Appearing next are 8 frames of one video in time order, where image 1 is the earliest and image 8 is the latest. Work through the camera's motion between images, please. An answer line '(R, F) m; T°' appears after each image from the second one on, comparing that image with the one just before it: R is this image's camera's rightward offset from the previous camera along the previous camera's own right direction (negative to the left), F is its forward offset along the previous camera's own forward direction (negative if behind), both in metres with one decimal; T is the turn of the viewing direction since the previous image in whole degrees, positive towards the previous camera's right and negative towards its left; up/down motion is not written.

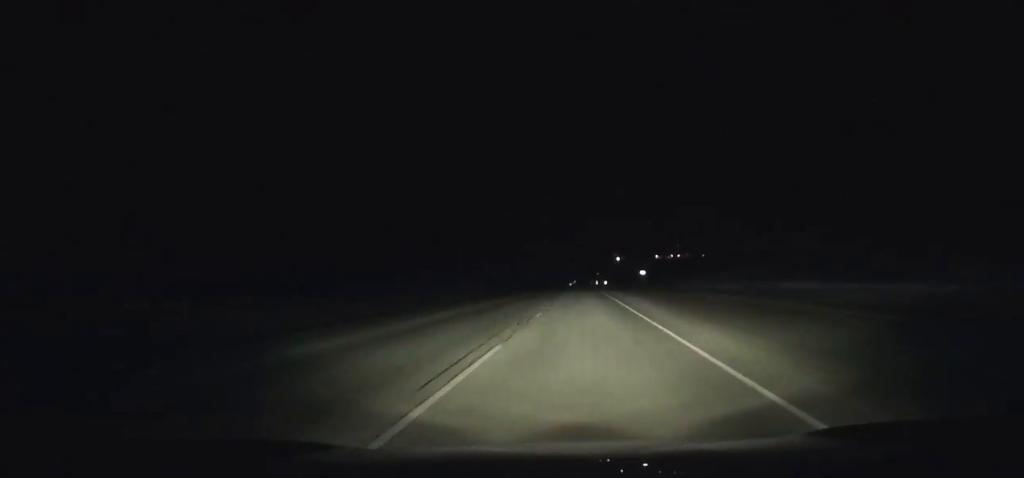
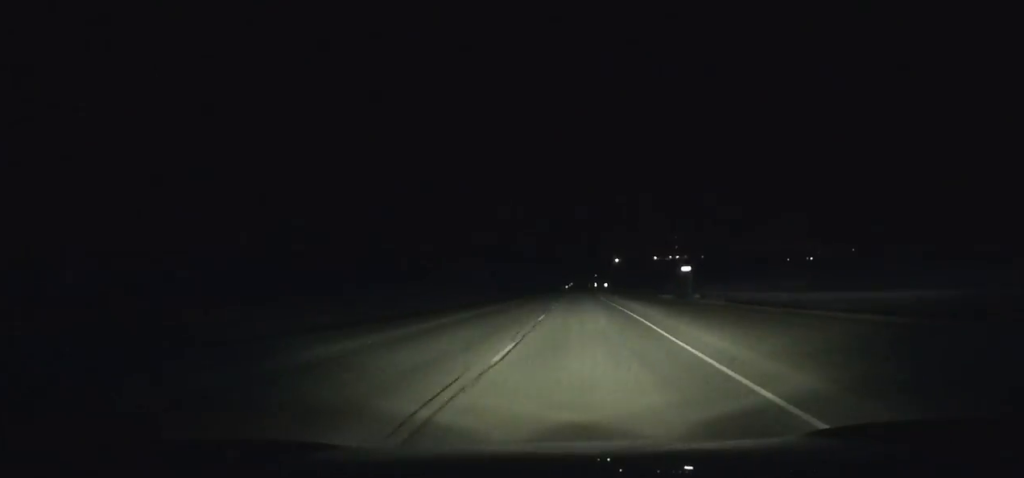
(+0.1, +34.6) m; 0°
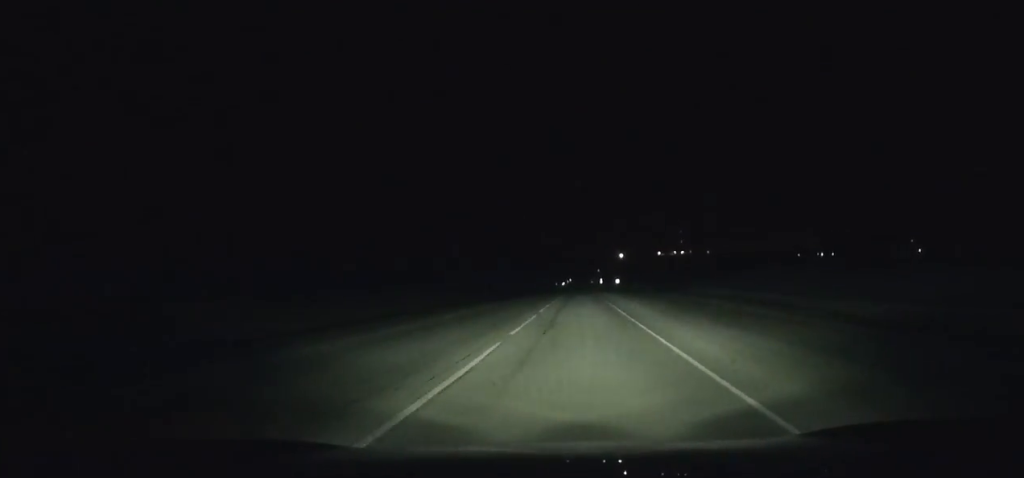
(+0.1, +90.5) m; 0°
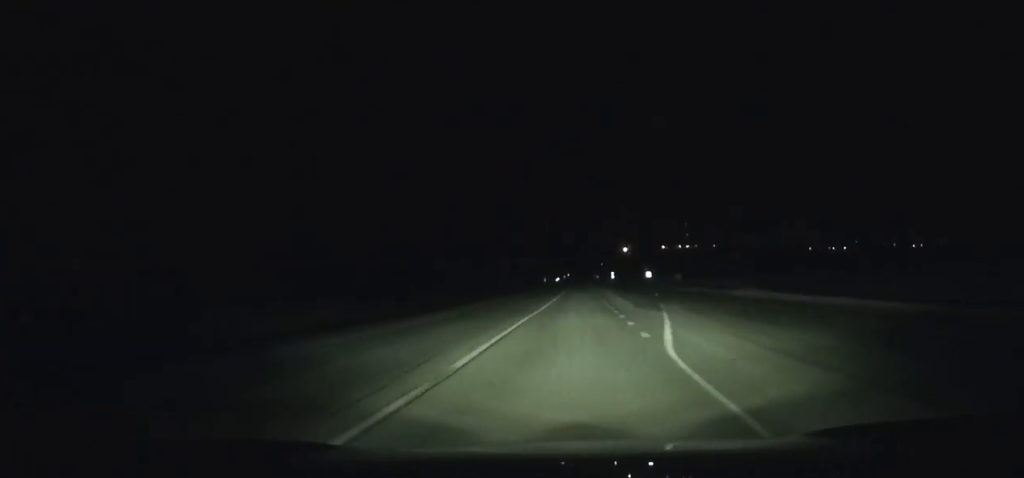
(+0.3, +91.2) m; 0°
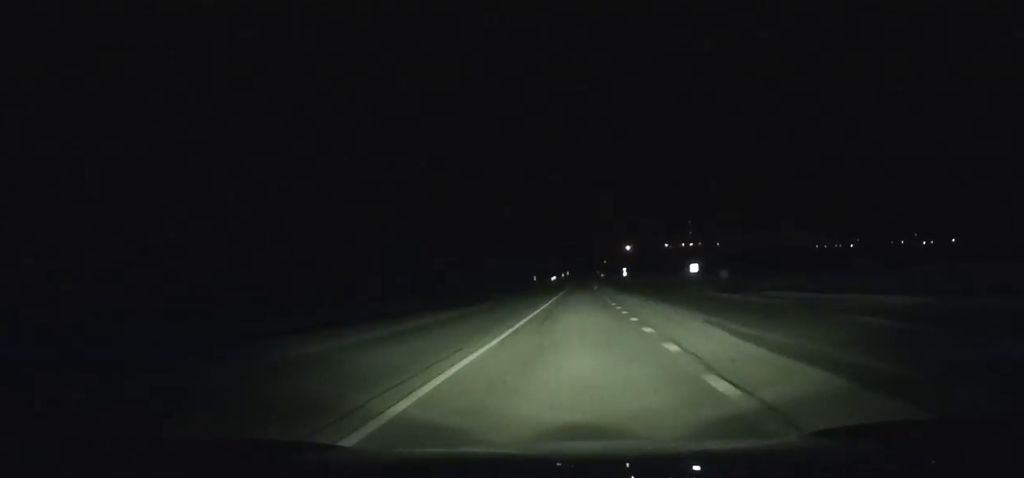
(0.0, +44.6) m; 0°
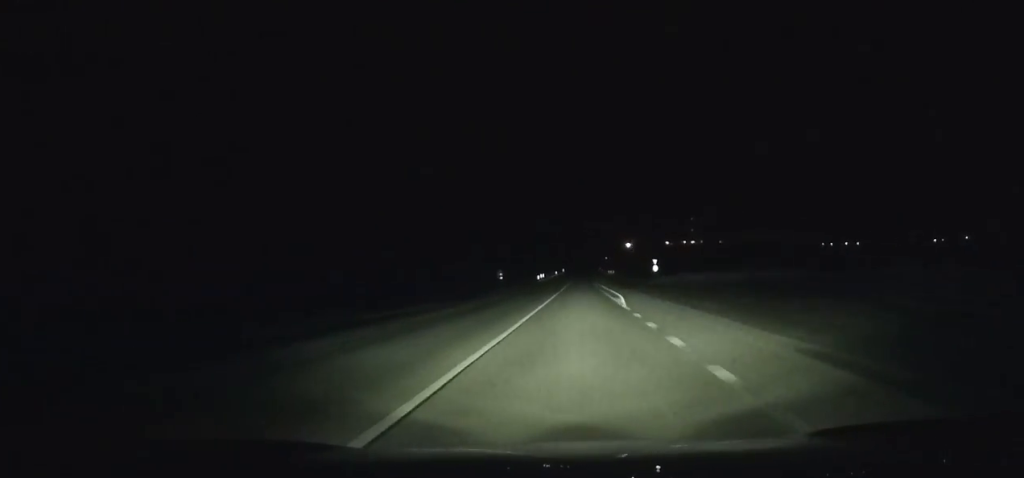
(0.0, +56.6) m; 0°
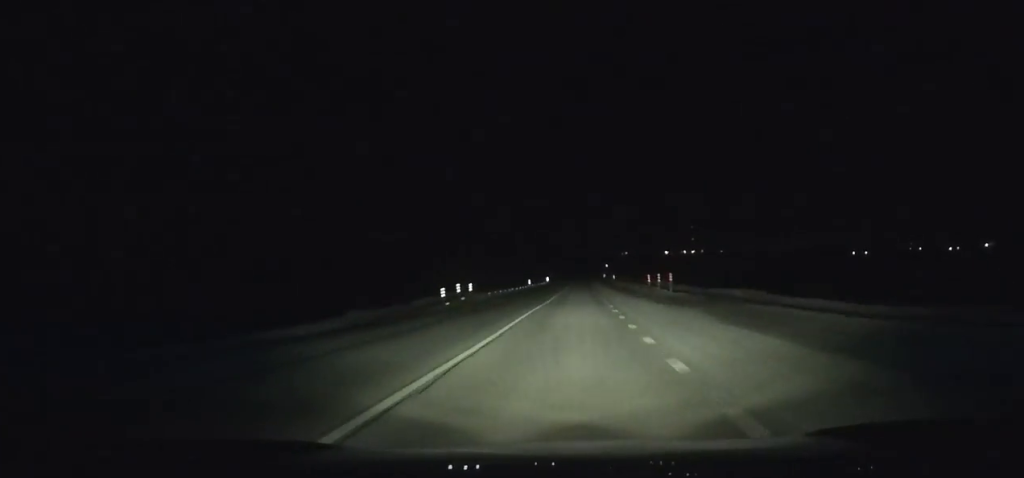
(-0.3, +87.2) m; 0°
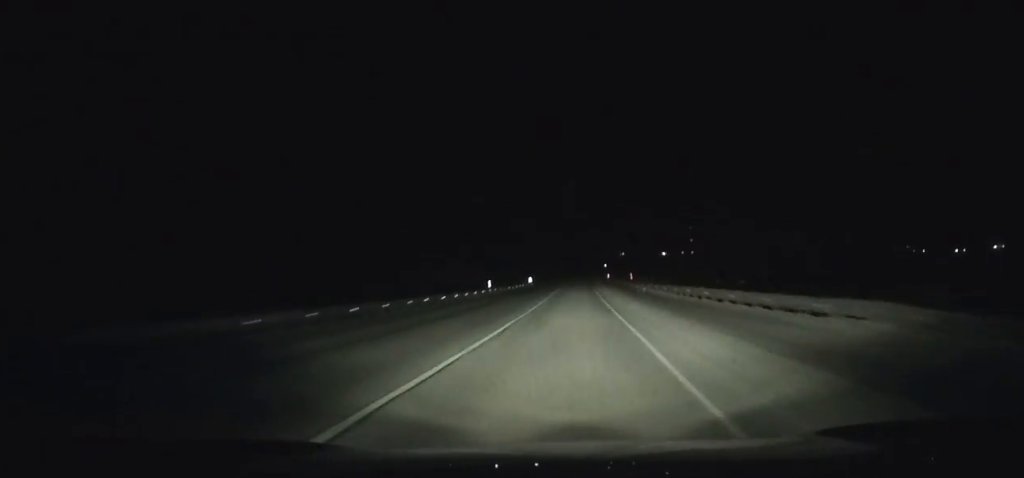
(+0.2, +42.6) m; 0°
